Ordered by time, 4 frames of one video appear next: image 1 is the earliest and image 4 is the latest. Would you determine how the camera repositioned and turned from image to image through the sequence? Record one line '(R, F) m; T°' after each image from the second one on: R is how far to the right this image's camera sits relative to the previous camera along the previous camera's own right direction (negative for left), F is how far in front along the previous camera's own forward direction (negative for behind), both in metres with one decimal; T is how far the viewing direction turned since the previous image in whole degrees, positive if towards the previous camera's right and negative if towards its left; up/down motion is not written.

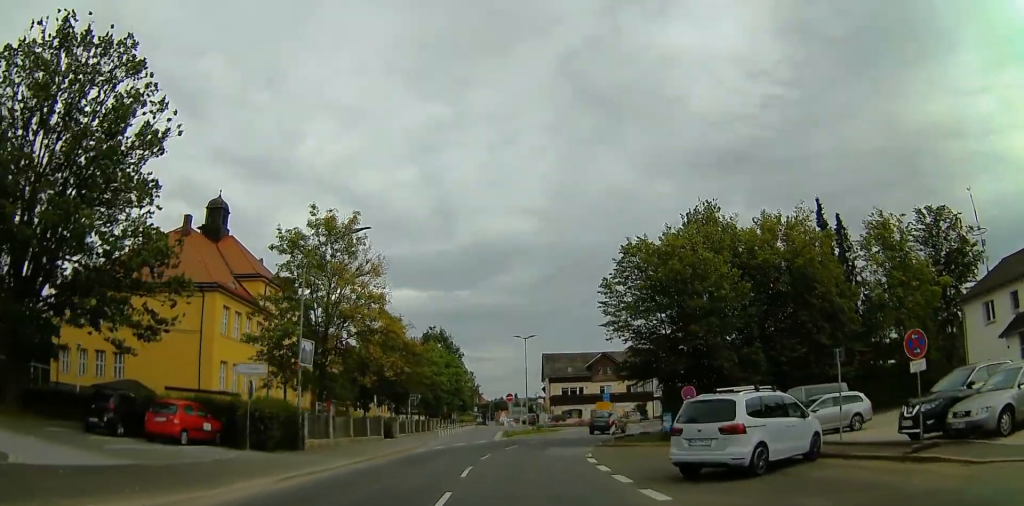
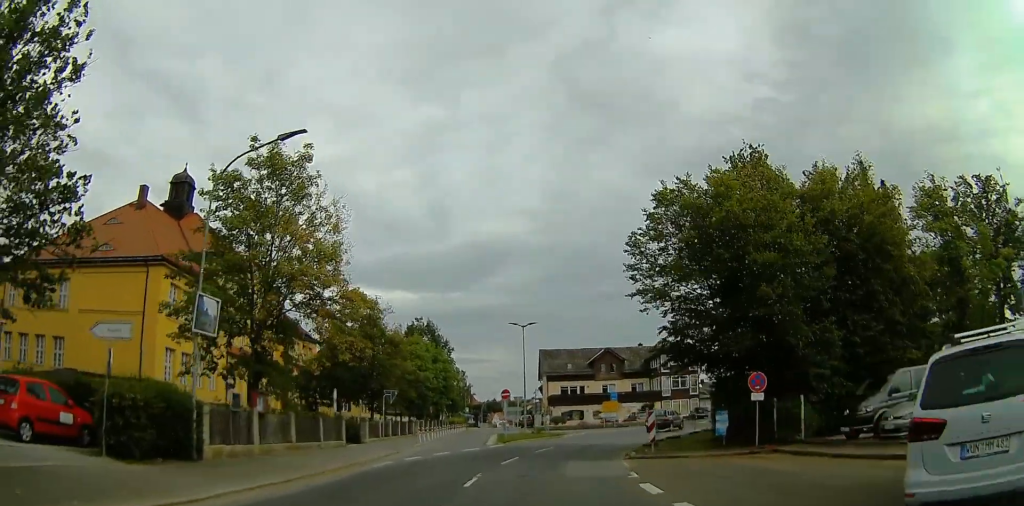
(+0.2, +8.3) m; +8°
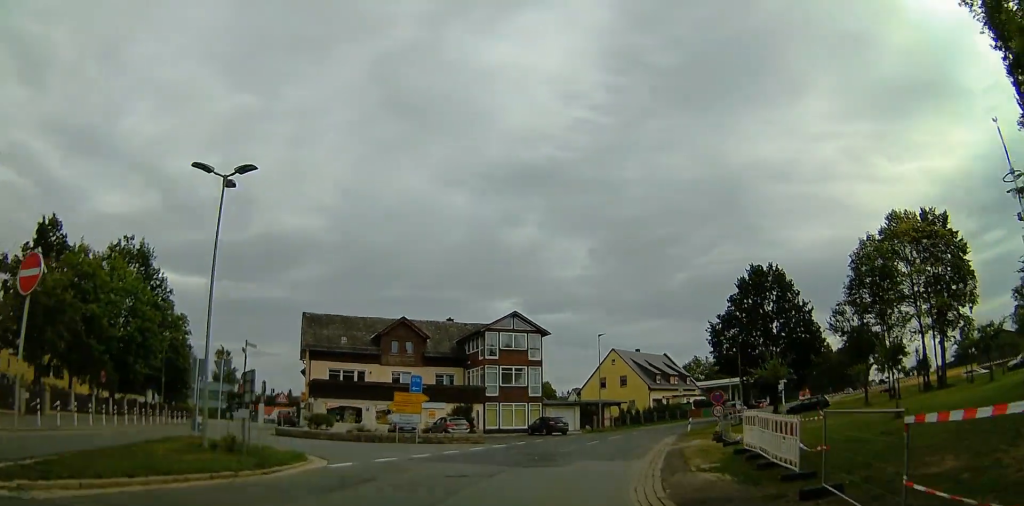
(+3.7, +28.1) m; +8°
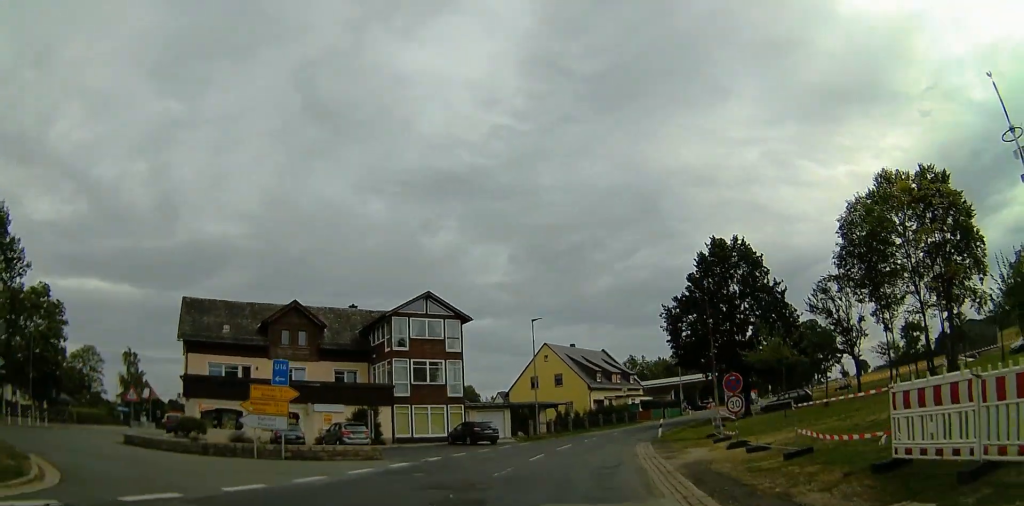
(+0.9, +10.3) m; +13°
